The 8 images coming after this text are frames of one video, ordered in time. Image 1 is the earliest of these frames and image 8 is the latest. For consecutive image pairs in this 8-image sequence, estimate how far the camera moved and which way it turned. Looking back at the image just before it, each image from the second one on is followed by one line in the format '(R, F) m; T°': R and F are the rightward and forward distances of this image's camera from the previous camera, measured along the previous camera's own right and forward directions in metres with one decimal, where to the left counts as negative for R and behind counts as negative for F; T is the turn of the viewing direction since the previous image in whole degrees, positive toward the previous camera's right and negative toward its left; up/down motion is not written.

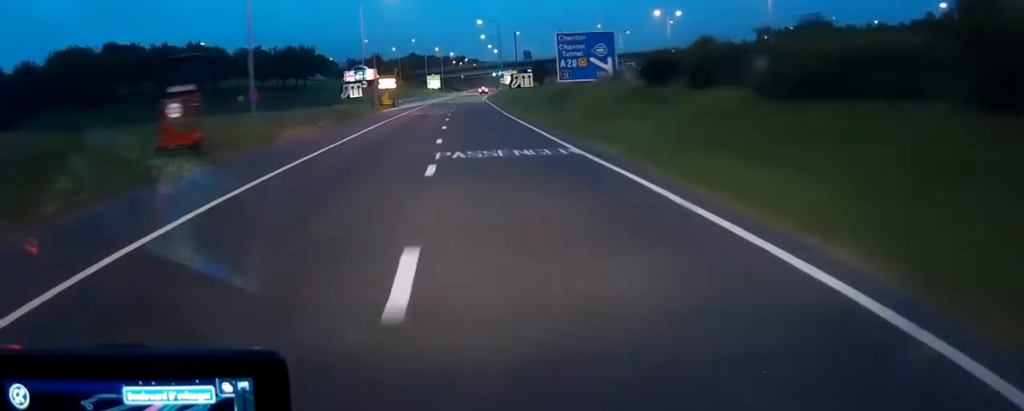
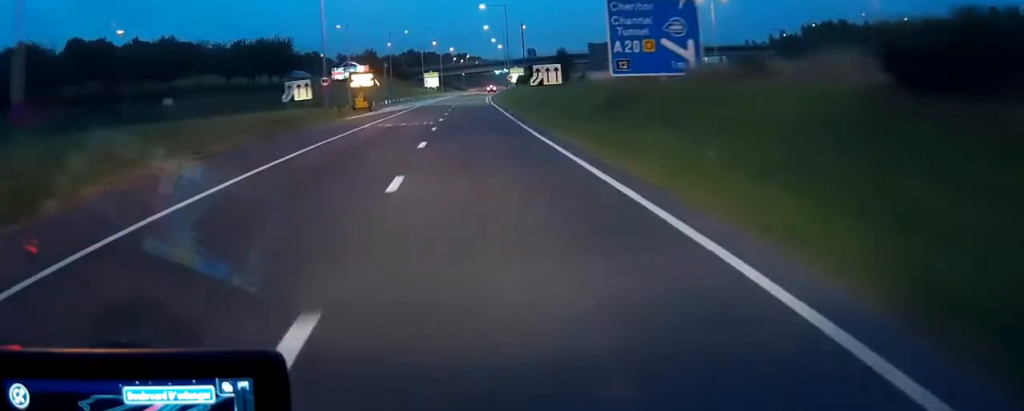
(-0.1, +20.1) m; -1°
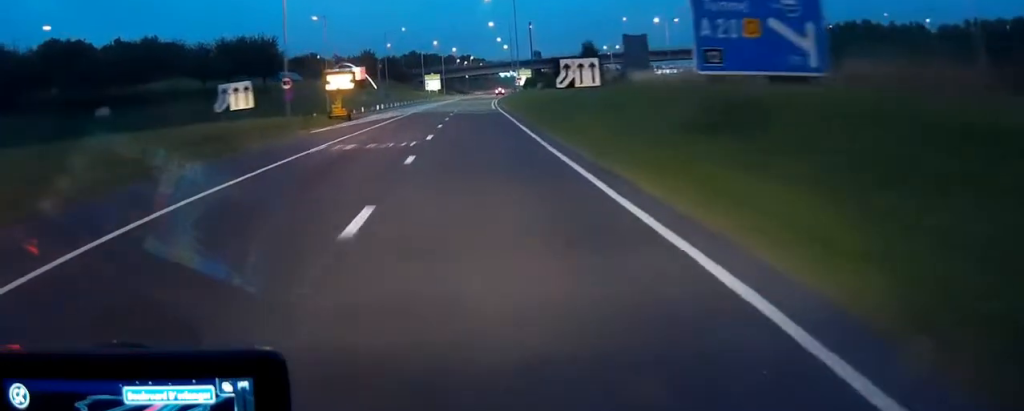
(0.0, +12.3) m; 0°
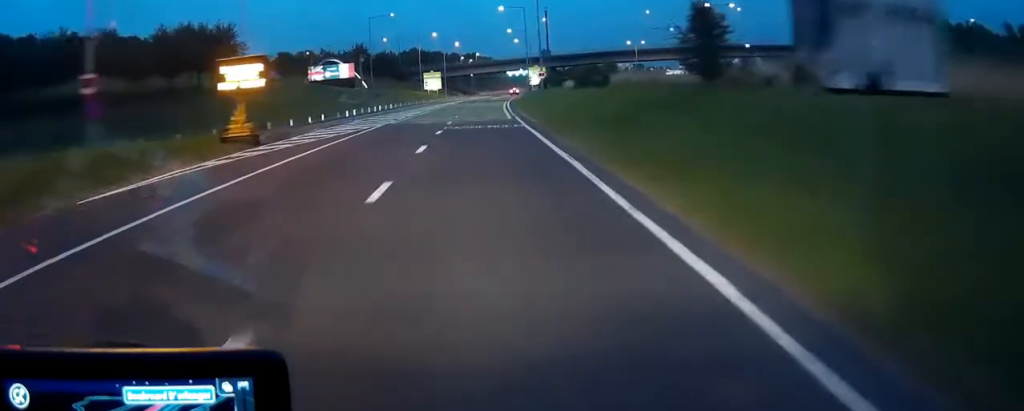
(0.0, +23.7) m; 0°
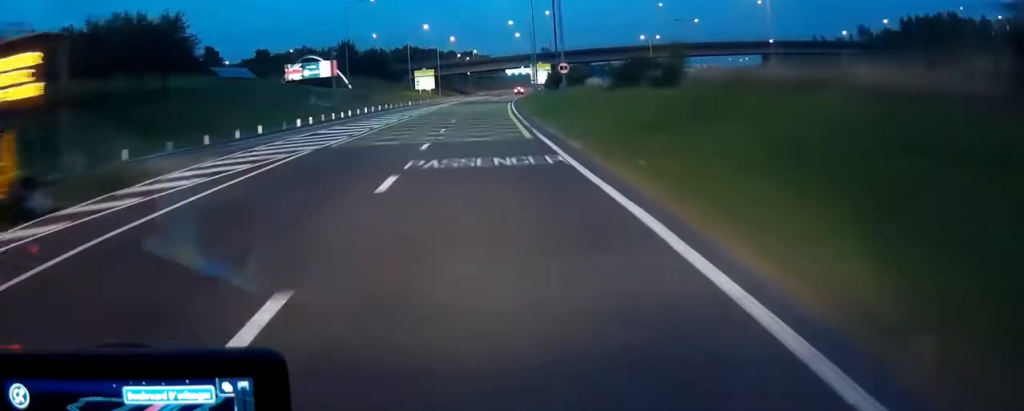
(0.0, +16.7) m; 0°
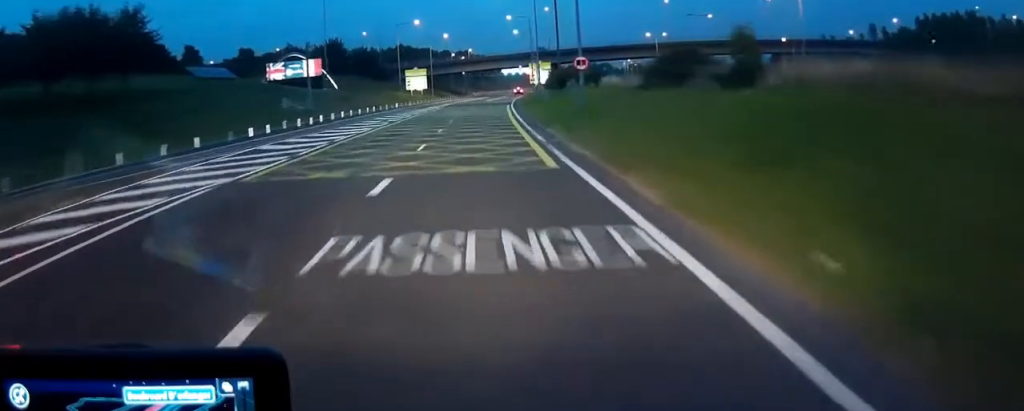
(0.0, +9.2) m; 0°
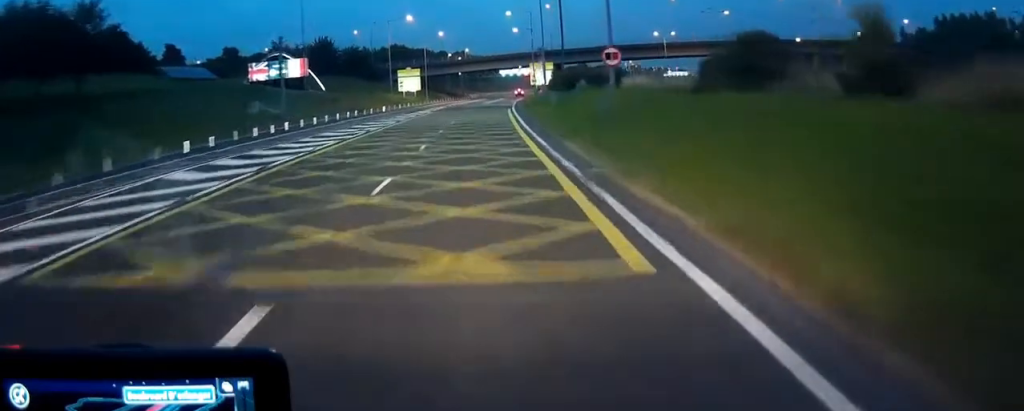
(+0.1, +8.5) m; 0°
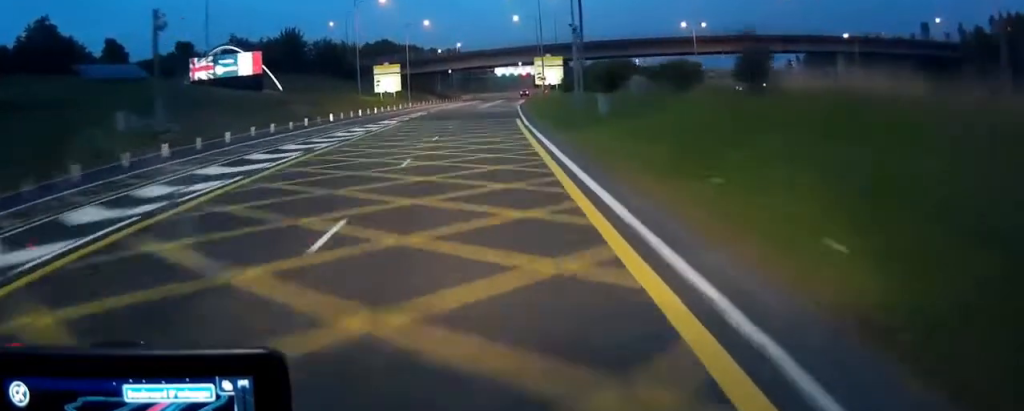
(+0.2, +22.1) m; +1°
